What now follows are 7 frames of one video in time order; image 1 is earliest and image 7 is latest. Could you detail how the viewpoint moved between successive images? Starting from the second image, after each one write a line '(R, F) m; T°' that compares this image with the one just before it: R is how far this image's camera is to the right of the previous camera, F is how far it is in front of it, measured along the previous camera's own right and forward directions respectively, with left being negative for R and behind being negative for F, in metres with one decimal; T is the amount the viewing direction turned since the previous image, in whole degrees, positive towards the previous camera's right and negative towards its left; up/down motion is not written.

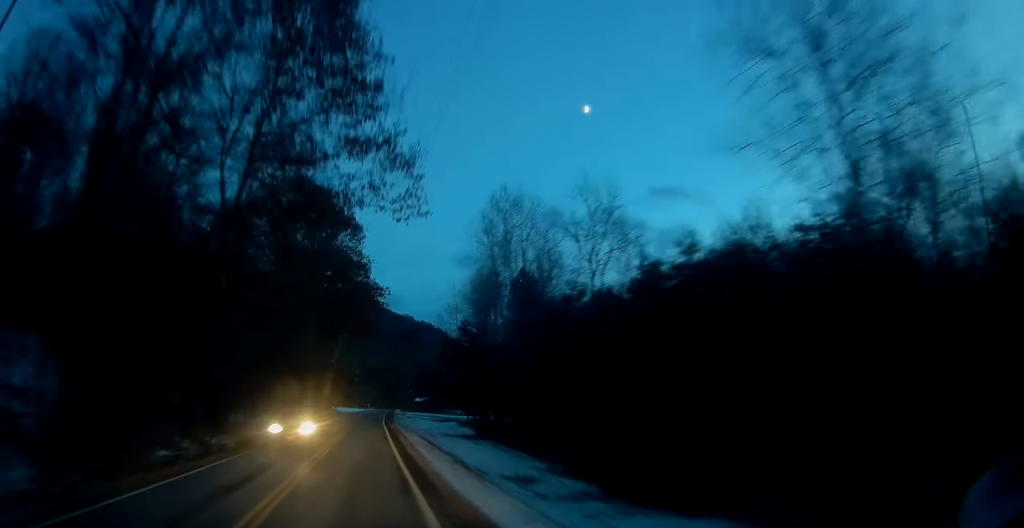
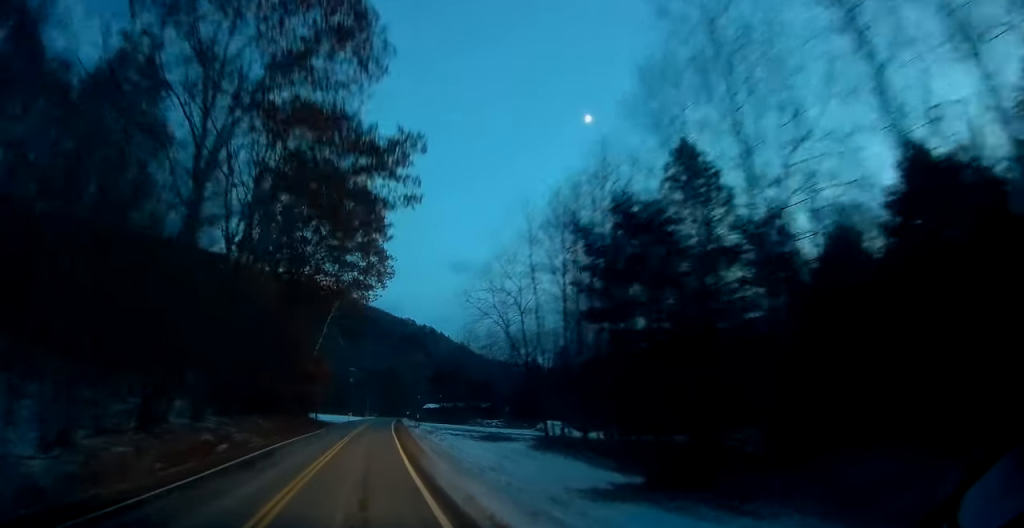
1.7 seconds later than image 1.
(-0.1, +35.5) m; -1°
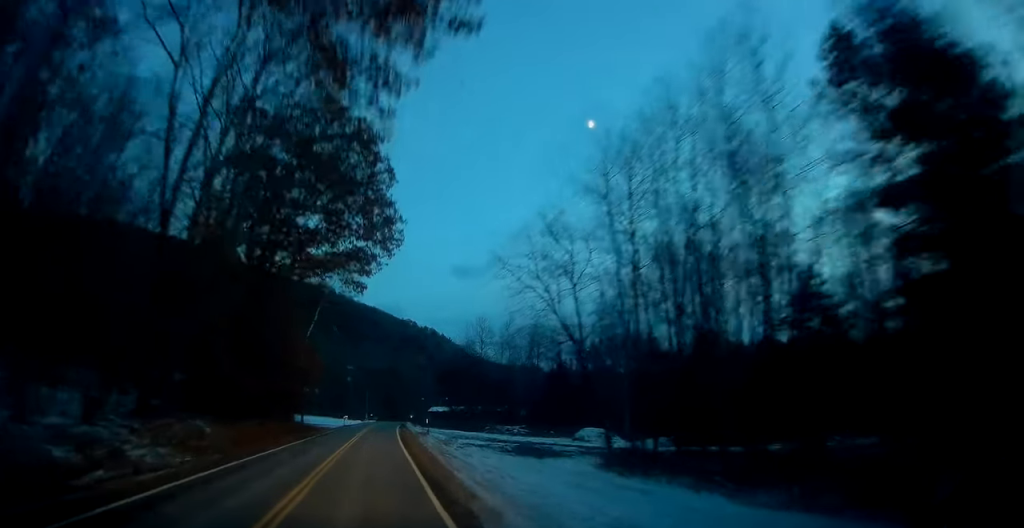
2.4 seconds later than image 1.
(-0.2, +13.7) m; 0°
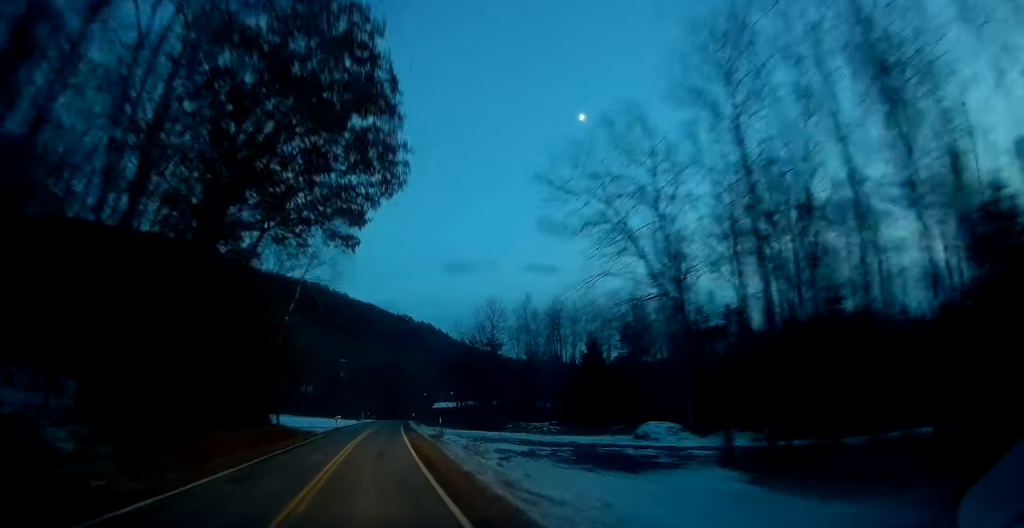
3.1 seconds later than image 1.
(+0.3, +13.9) m; +1°
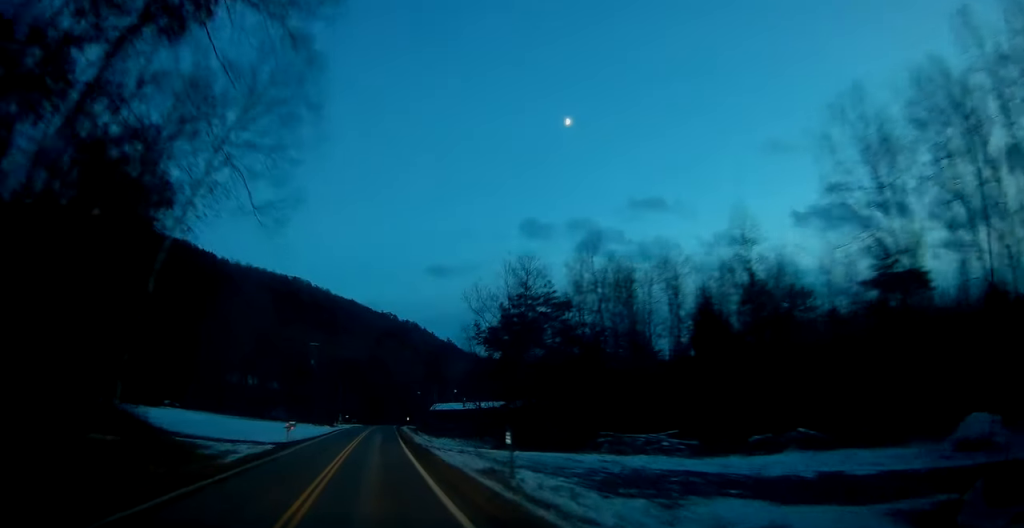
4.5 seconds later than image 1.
(+0.5, +30.0) m; +1°
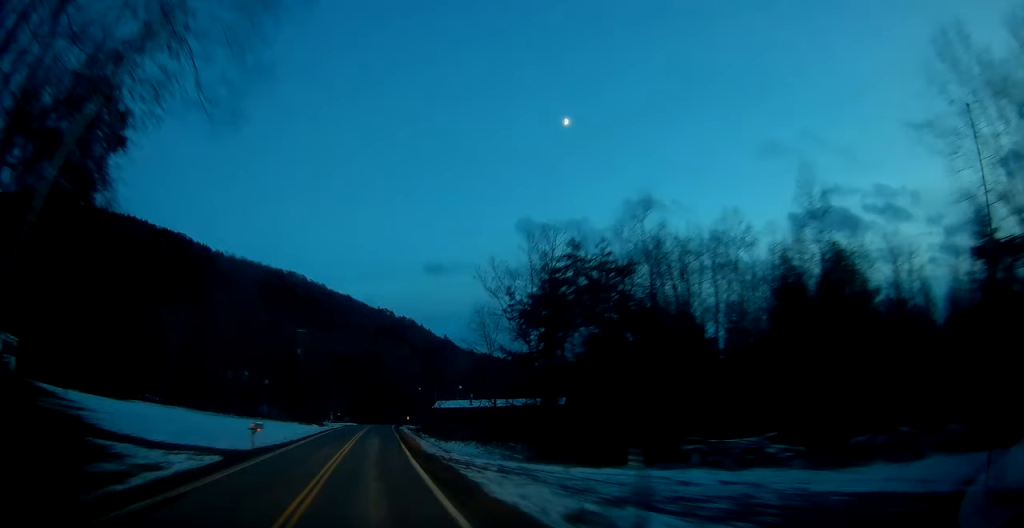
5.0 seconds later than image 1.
(0.0, +10.6) m; 0°
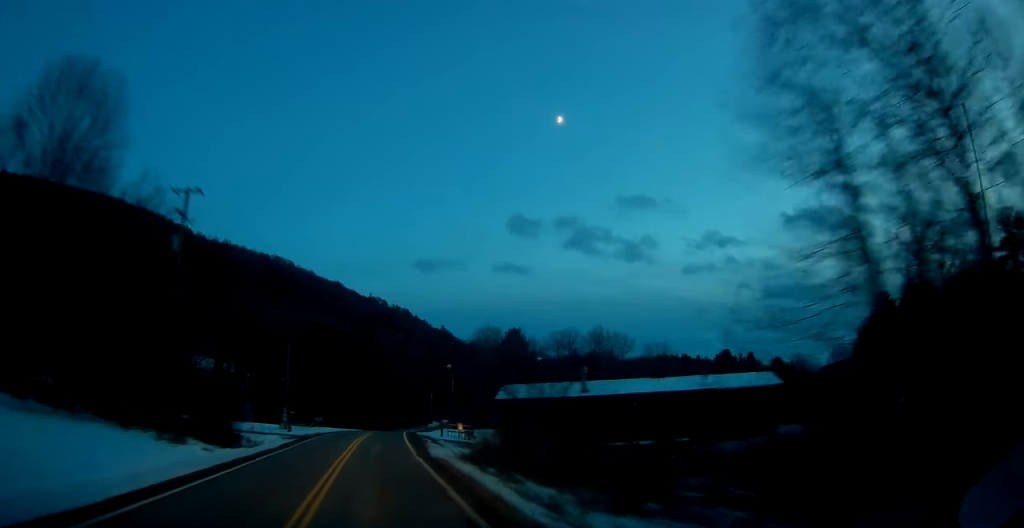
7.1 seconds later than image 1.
(+0.1, +45.1) m; +1°
